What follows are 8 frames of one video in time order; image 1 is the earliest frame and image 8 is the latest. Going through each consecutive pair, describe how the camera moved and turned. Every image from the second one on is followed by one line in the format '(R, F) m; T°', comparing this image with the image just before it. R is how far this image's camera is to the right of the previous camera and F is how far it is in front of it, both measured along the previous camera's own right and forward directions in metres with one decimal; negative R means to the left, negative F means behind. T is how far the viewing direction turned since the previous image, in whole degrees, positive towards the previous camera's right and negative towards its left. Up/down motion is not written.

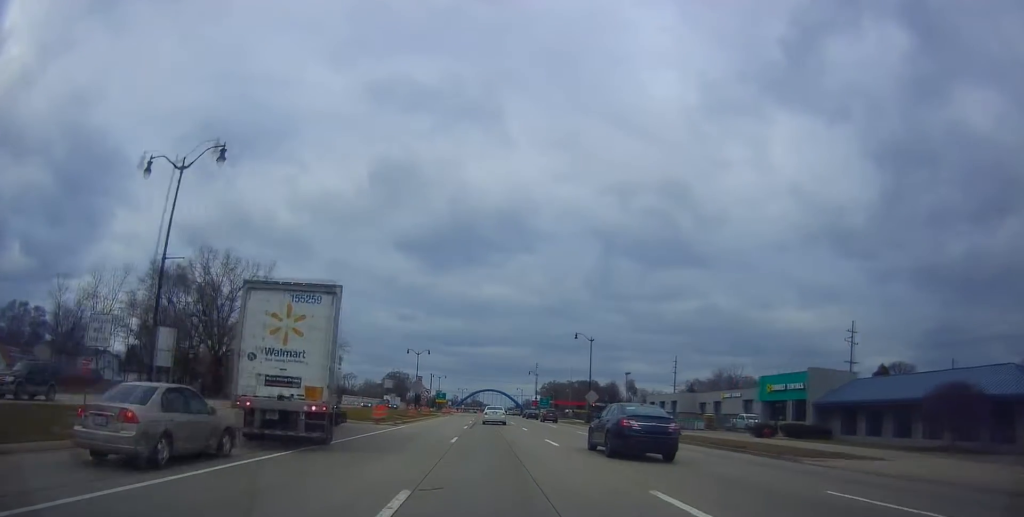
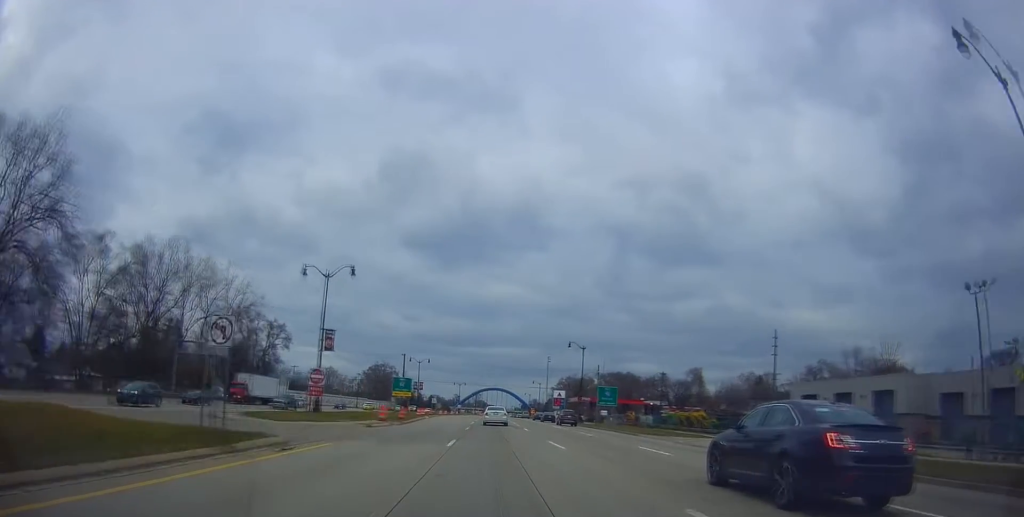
(-1.0, +61.9) m; -1°
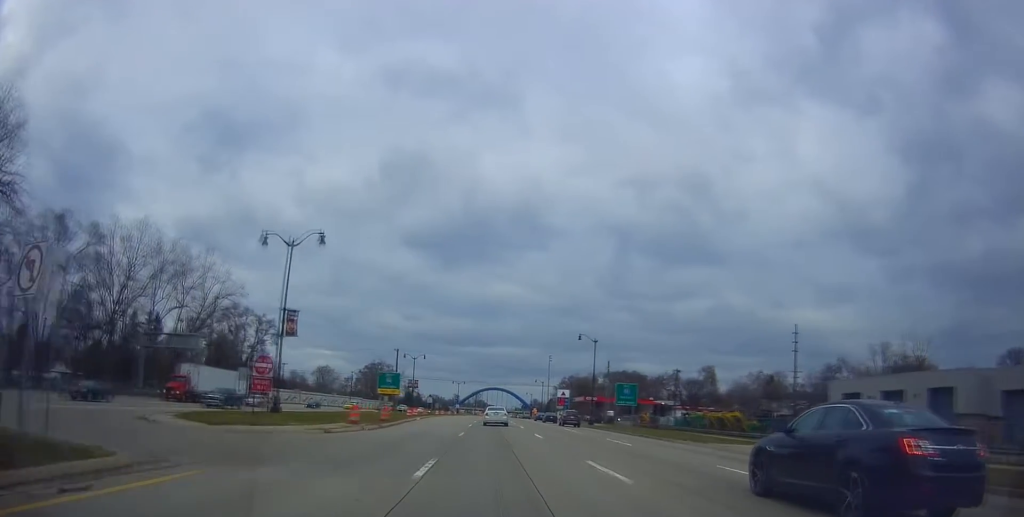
(-0.3, +8.6) m; 0°
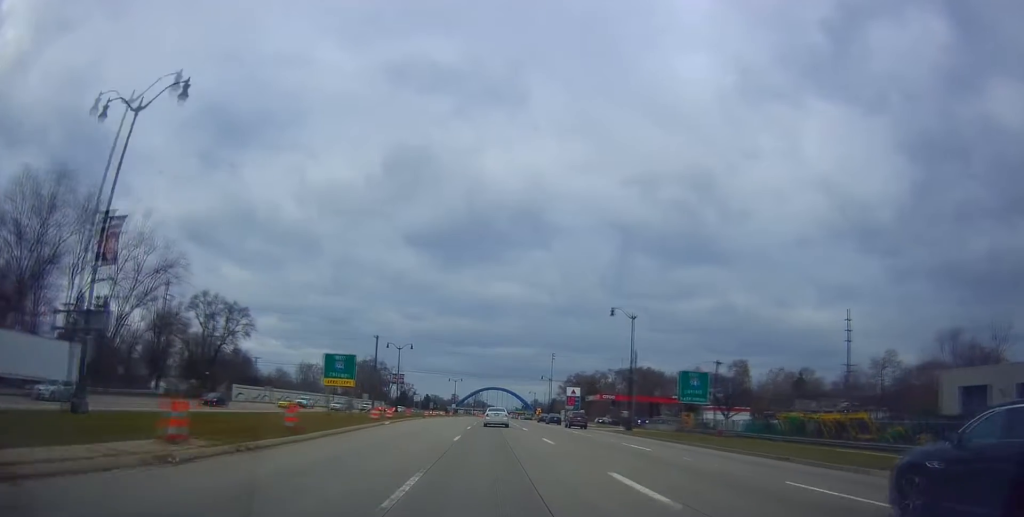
(-0.2, +18.4) m; 0°
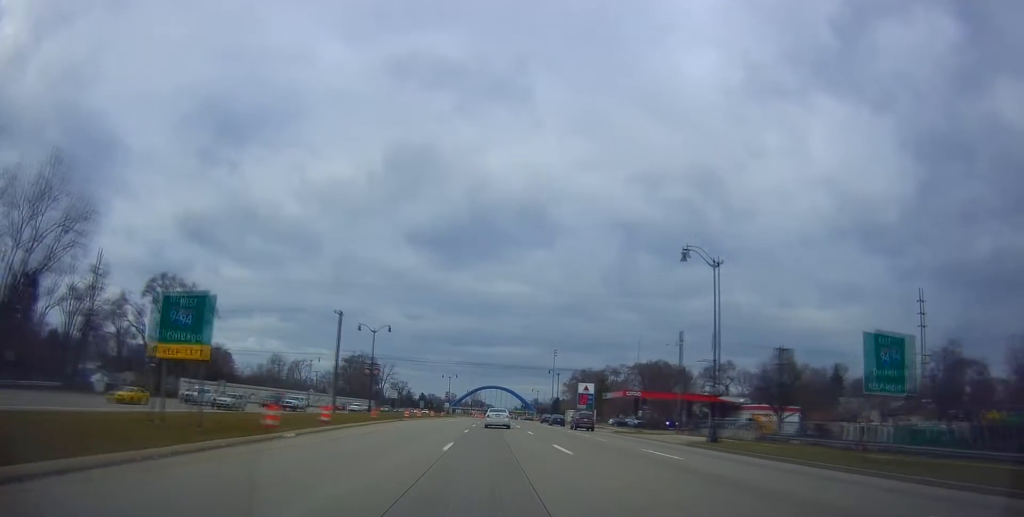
(+0.4, +19.8) m; +1°
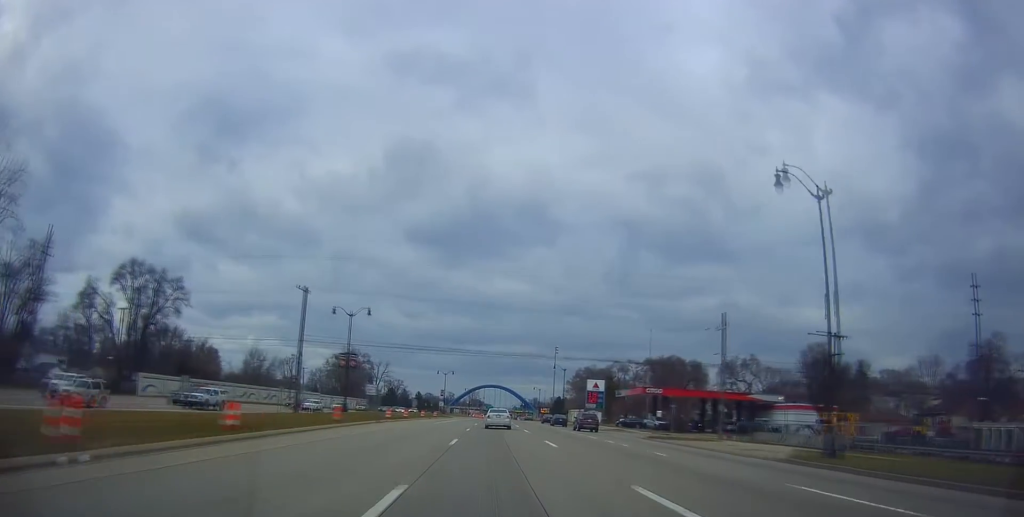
(-0.2, +12.0) m; 0°
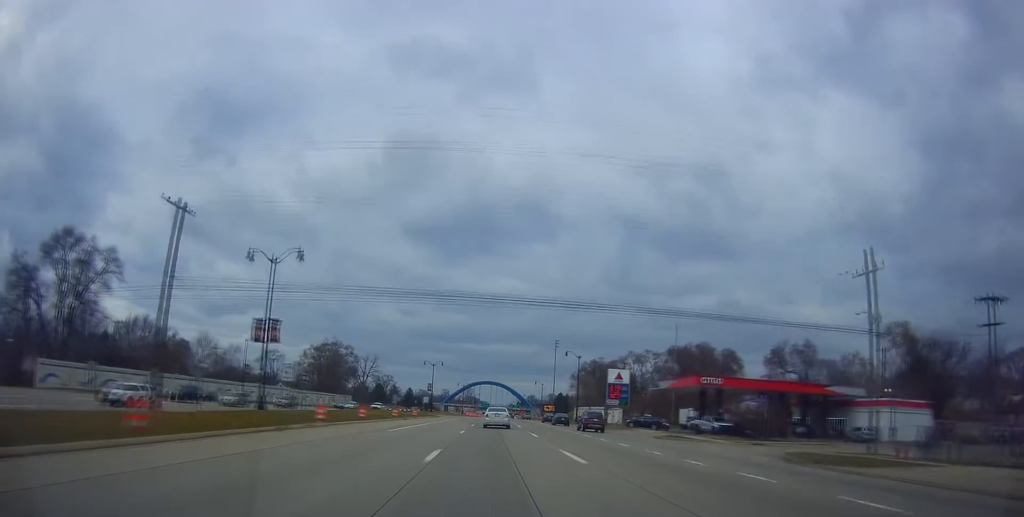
(+0.3, +21.9) m; -1°
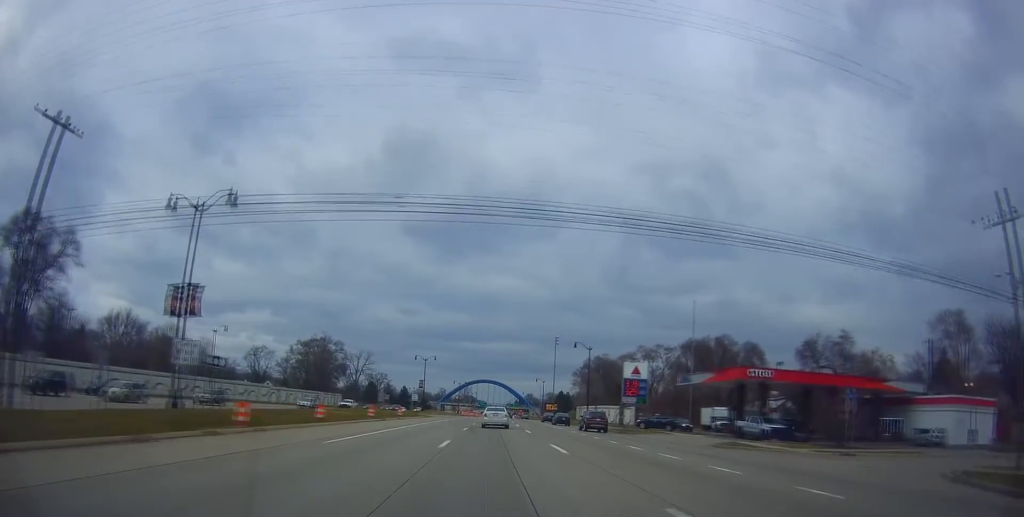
(-0.5, +11.1) m; 0°
